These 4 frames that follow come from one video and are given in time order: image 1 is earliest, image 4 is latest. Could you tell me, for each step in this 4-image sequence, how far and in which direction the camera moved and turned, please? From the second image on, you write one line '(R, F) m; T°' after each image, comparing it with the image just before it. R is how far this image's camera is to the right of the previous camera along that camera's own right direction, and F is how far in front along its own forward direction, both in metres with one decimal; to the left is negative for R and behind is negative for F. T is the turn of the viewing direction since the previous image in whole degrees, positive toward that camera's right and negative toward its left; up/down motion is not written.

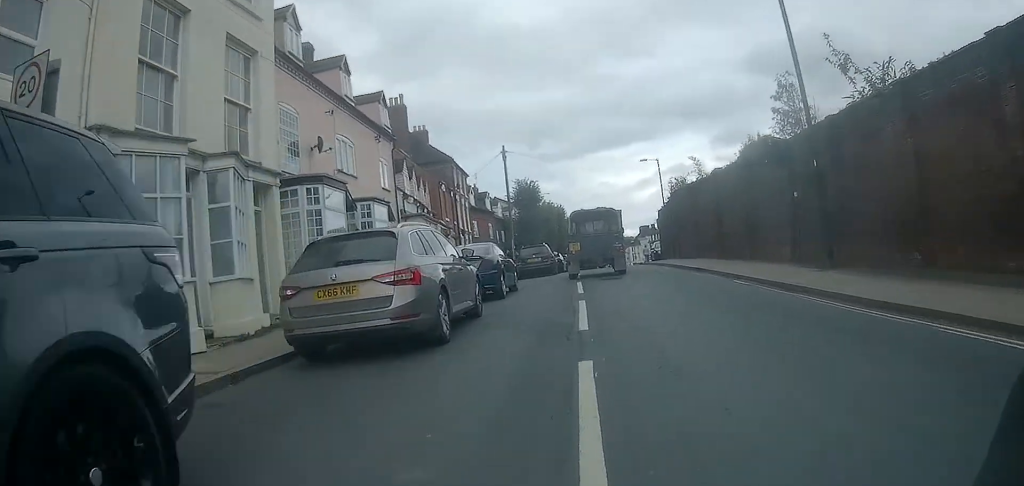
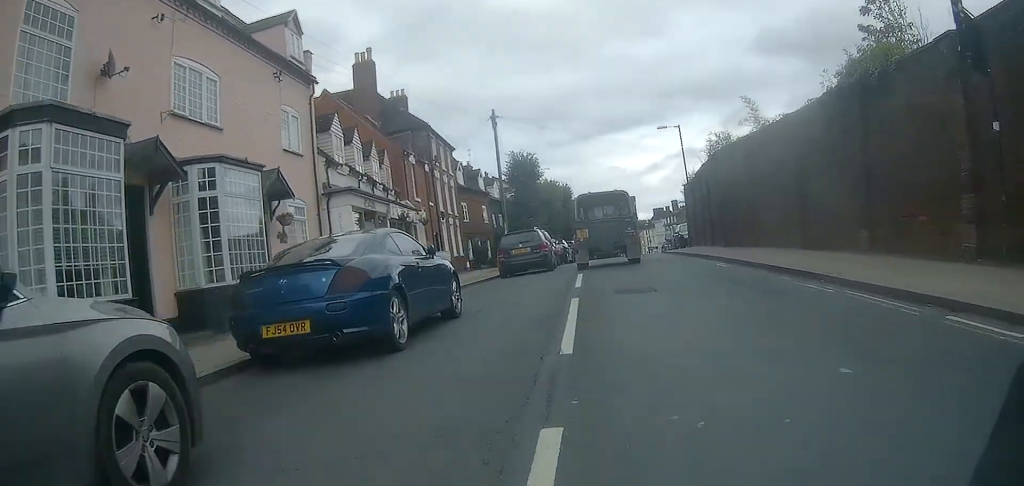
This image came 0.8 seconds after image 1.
(-0.1, +8.3) m; 0°
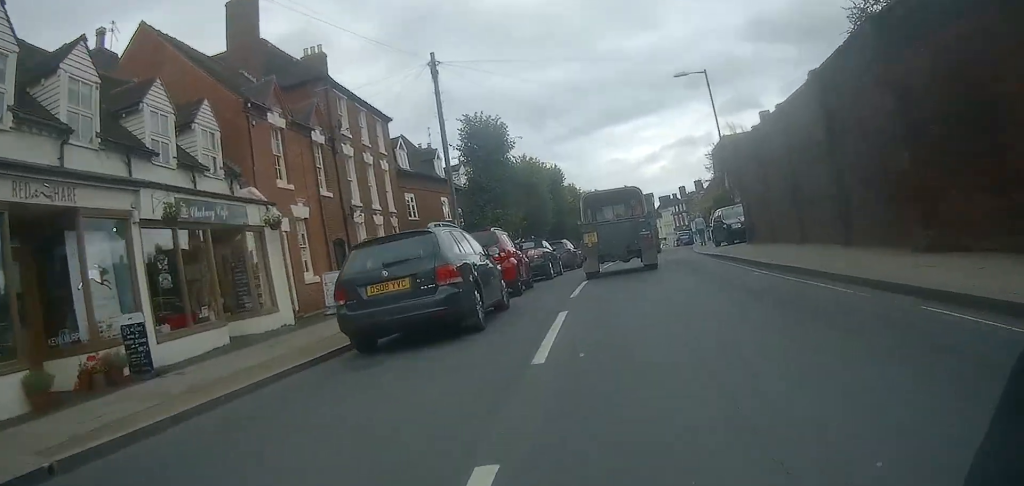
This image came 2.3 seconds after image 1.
(-0.1, +13.2) m; -1°
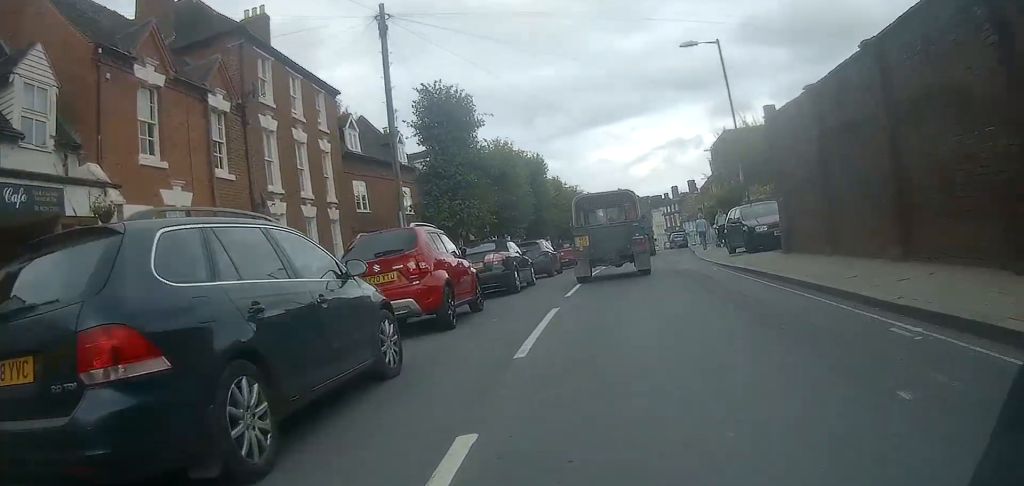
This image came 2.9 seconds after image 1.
(0.0, +5.5) m; +1°
